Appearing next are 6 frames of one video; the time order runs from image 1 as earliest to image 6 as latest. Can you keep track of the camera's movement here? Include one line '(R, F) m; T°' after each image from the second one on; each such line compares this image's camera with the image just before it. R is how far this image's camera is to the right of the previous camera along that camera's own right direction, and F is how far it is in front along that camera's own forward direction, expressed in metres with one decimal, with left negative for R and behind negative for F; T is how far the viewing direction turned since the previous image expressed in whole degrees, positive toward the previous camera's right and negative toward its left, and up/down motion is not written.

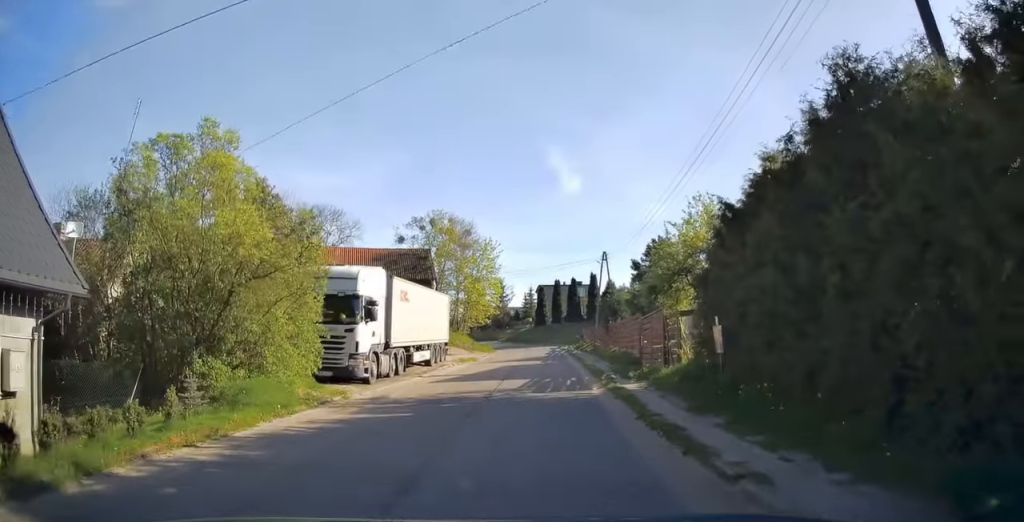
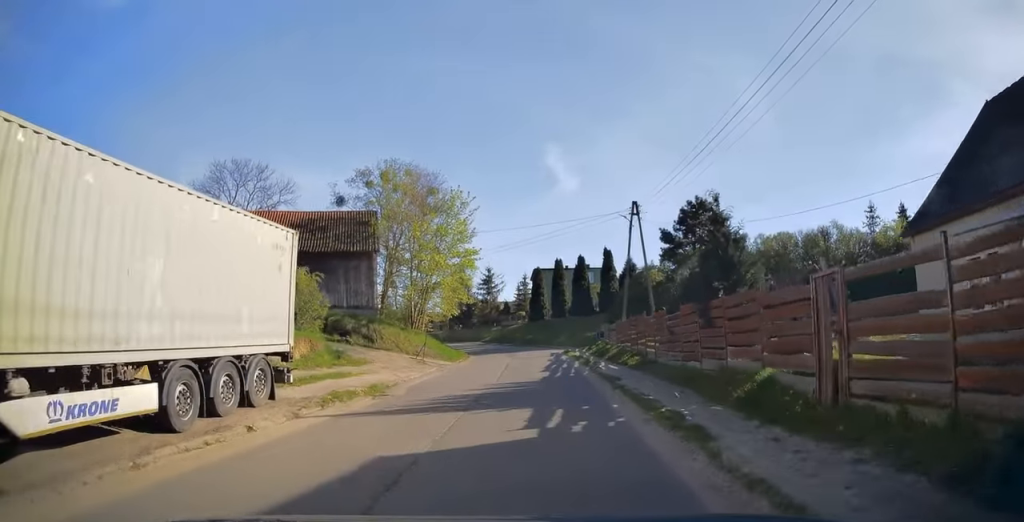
(0.0, +21.4) m; 0°
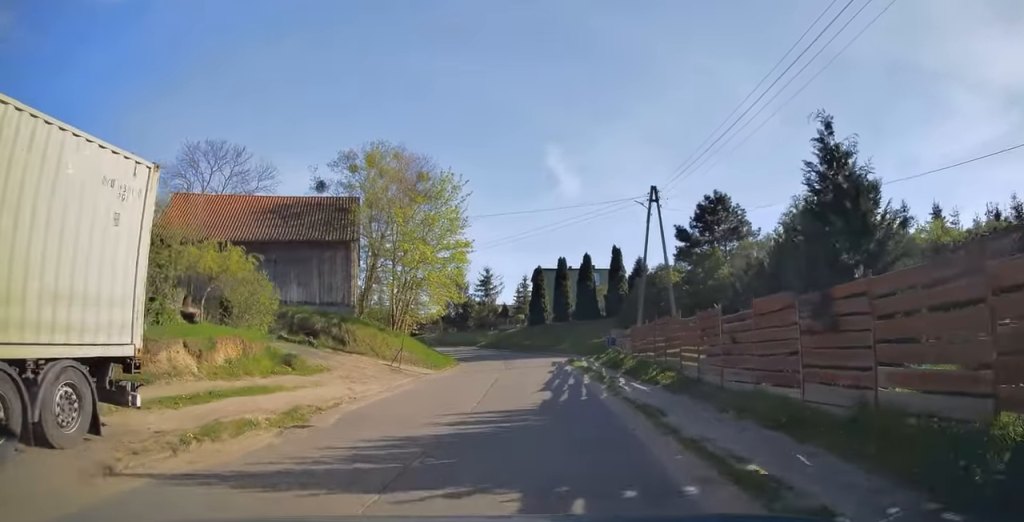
(0.0, +5.5) m; 0°
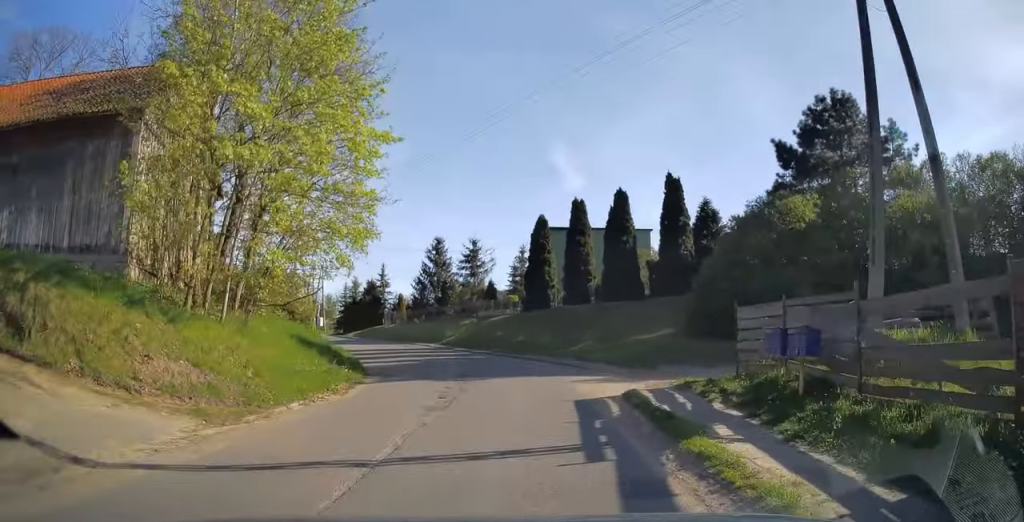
(0.0, +22.3) m; -1°
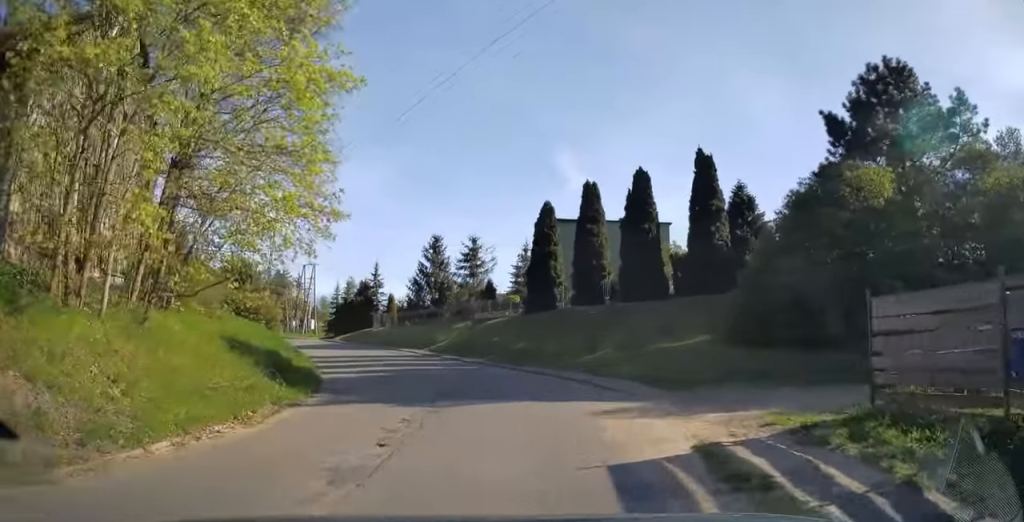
(0.0, +5.2) m; -1°
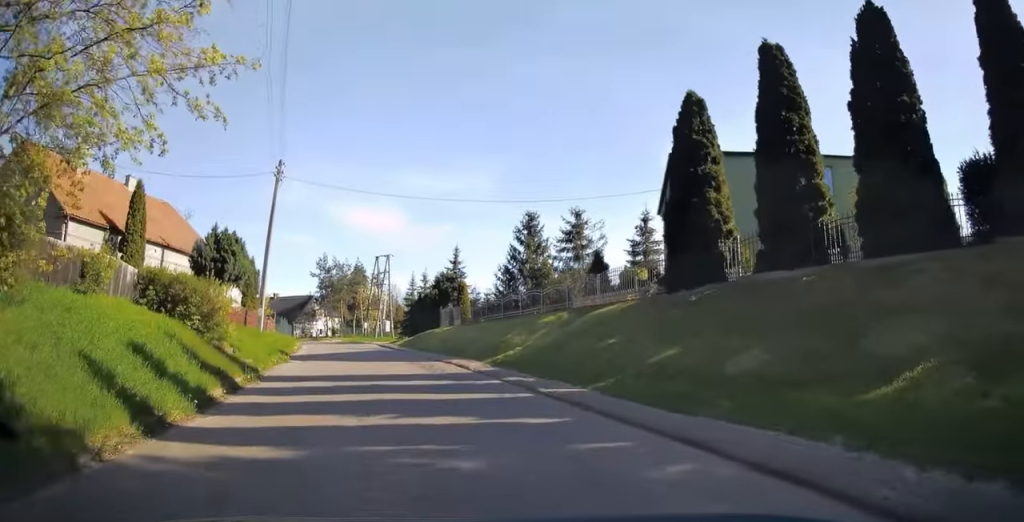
(-0.5, +14.6) m; -8°
